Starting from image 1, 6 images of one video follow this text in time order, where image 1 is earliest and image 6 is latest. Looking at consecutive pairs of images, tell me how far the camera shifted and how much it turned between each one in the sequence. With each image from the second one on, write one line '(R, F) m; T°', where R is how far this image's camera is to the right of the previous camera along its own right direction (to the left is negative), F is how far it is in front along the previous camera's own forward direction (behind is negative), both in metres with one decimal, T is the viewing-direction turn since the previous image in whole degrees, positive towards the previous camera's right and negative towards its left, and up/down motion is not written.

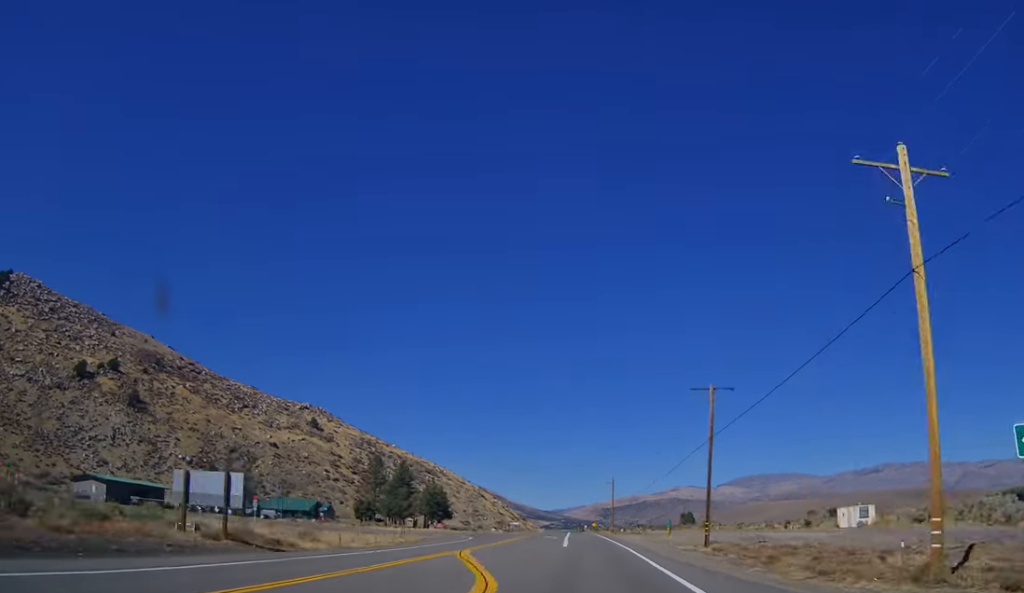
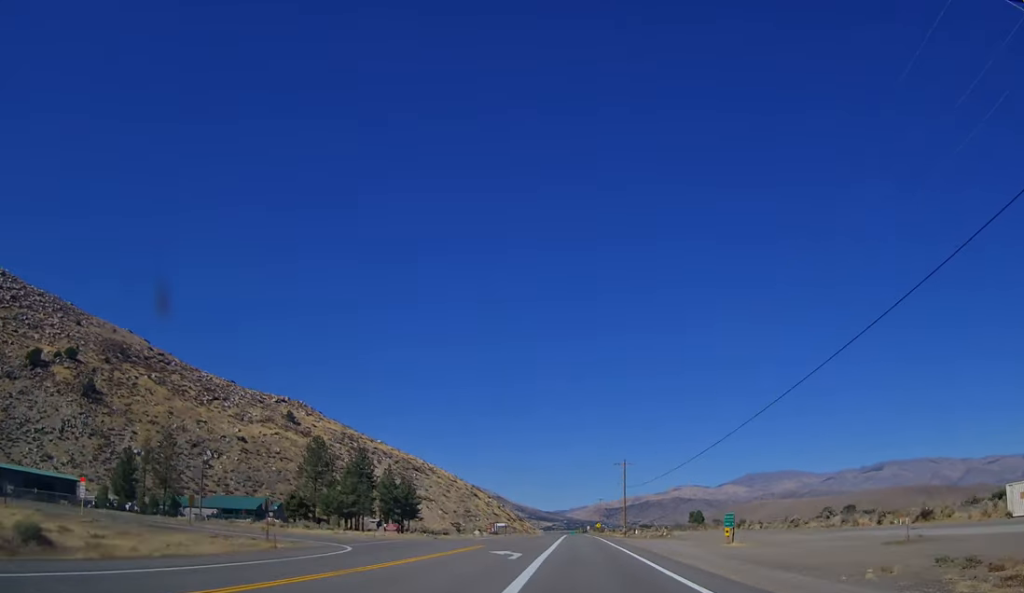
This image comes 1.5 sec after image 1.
(-0.2, +36.2) m; 0°
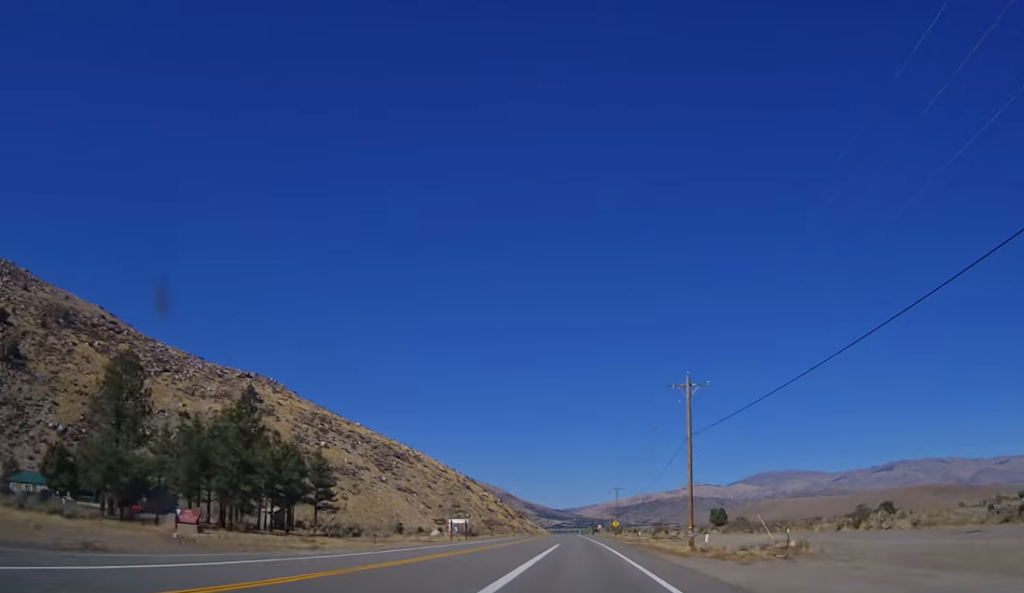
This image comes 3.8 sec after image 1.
(-0.1, +57.7) m; -1°
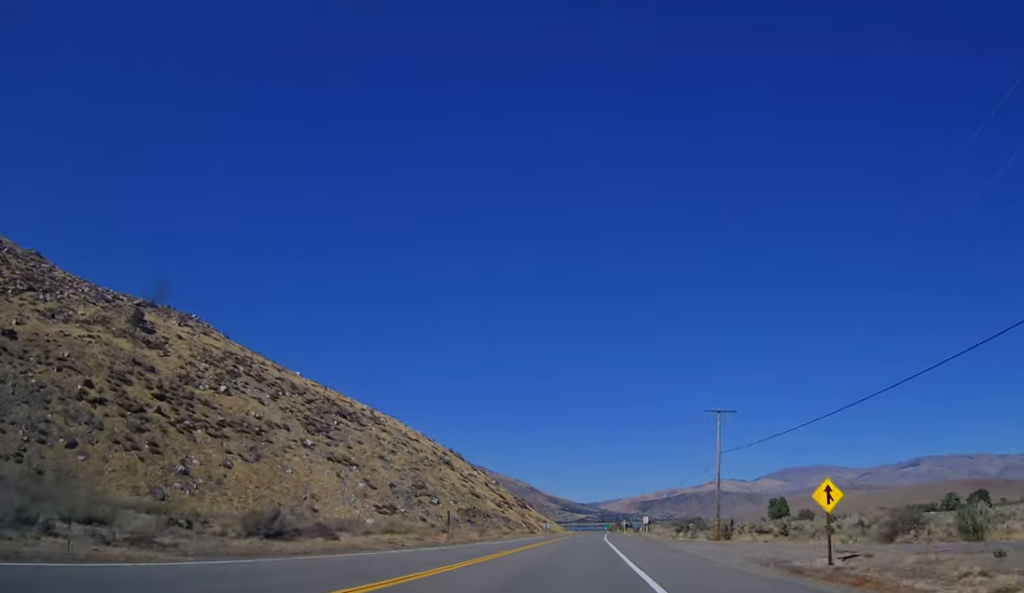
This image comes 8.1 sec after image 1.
(-1.7, +107.2) m; -2°
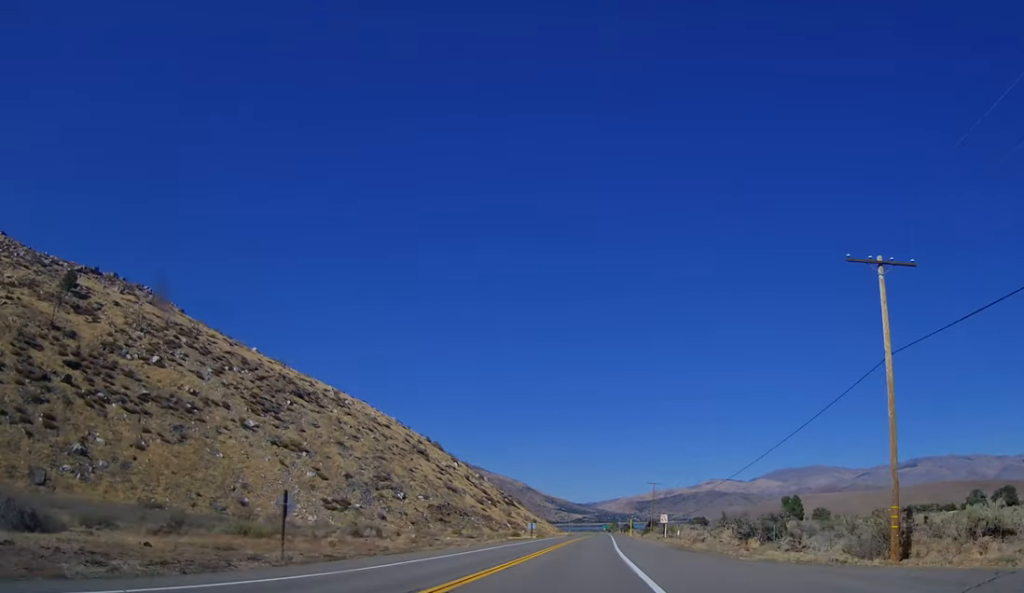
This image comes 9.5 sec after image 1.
(-0.3, +34.6) m; 0°
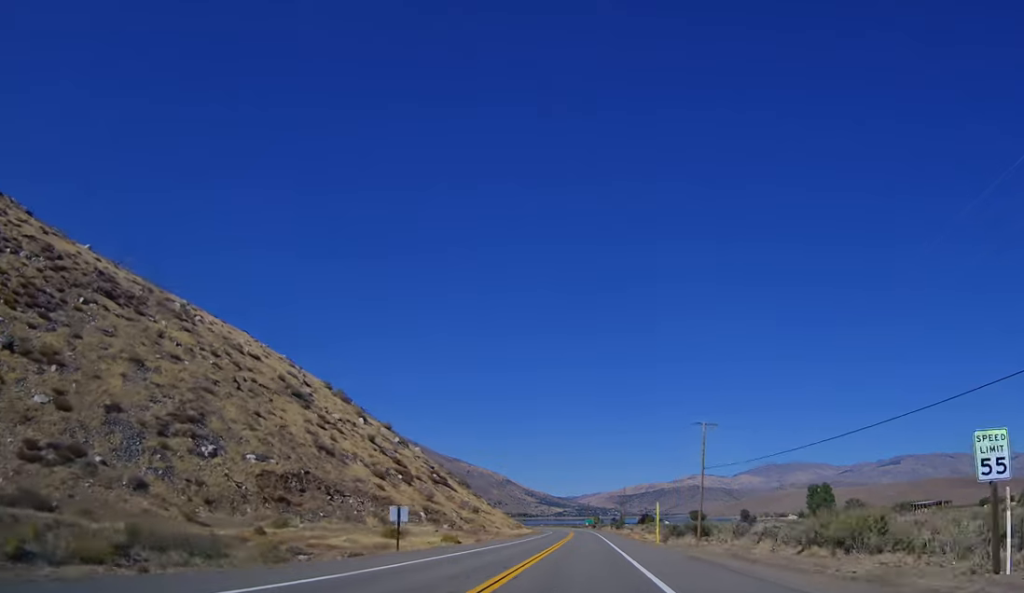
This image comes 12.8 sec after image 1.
(+0.8, +80.8) m; +2°
